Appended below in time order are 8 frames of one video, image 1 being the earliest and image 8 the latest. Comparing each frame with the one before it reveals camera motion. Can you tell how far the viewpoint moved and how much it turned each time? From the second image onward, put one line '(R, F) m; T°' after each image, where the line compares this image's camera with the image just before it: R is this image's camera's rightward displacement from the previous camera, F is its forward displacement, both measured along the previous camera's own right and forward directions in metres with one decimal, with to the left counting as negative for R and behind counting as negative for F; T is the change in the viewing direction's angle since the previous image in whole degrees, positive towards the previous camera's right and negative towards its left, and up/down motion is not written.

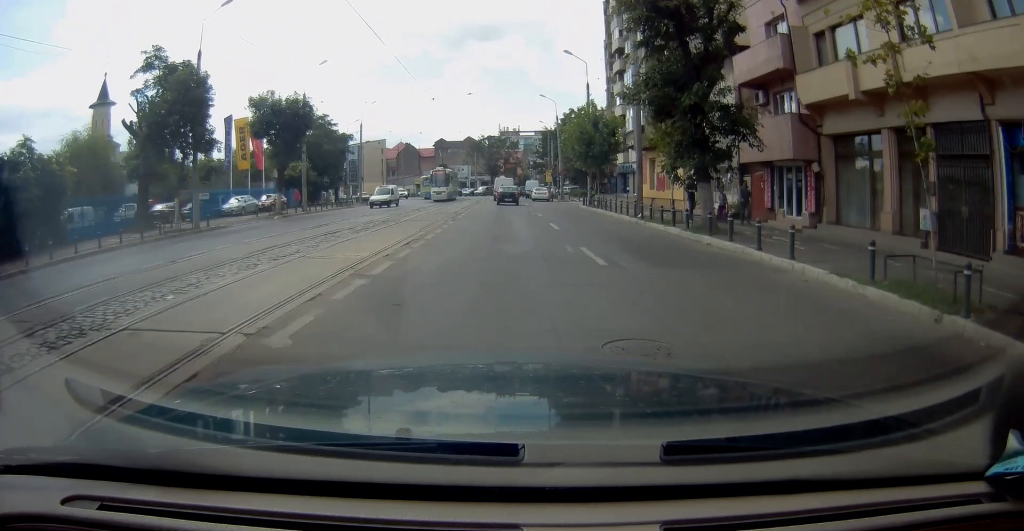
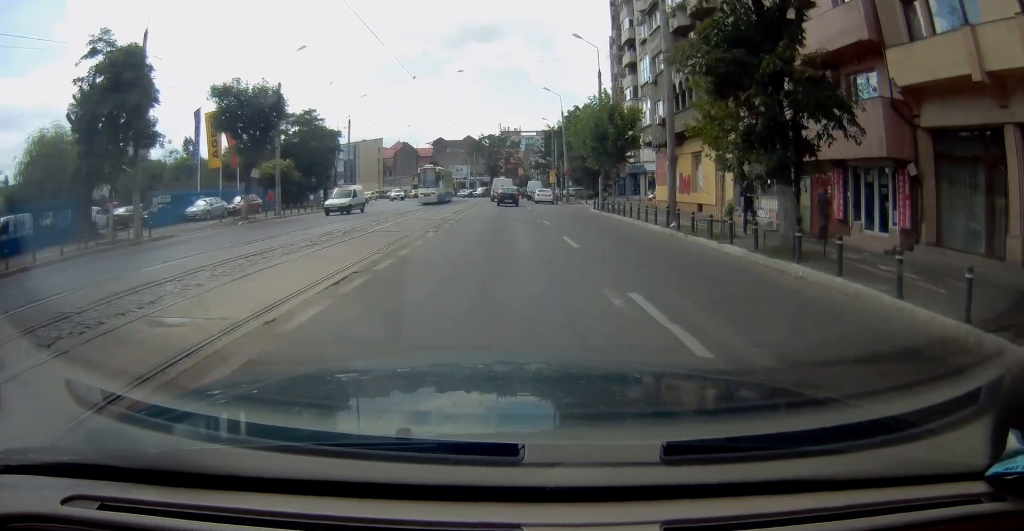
(+0.1, +5.5) m; 0°
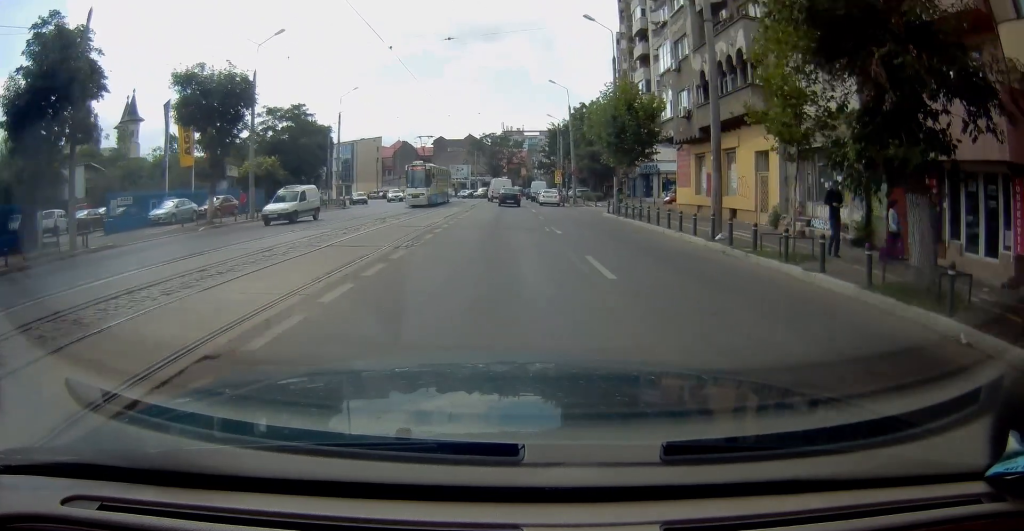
(0.0, +4.7) m; 0°
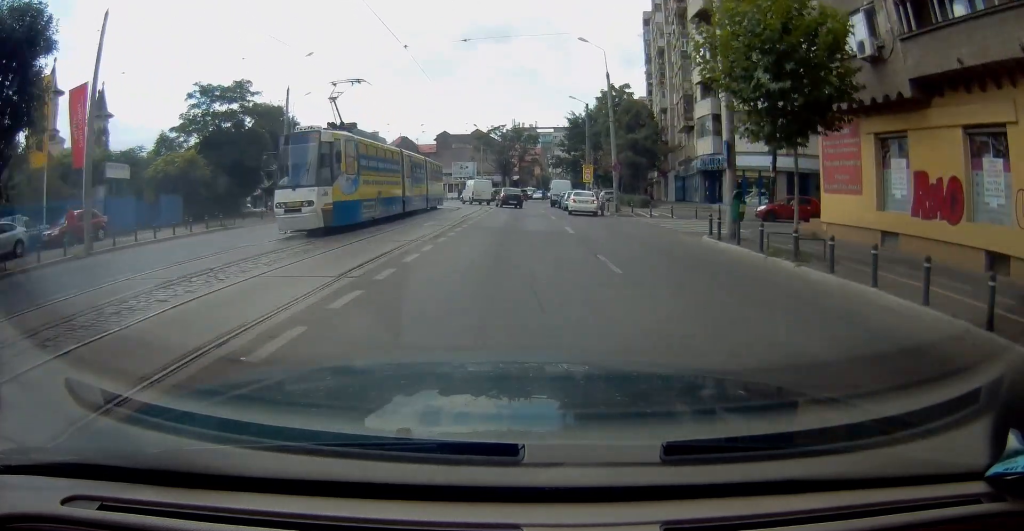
(-0.3, +16.9) m; -1°
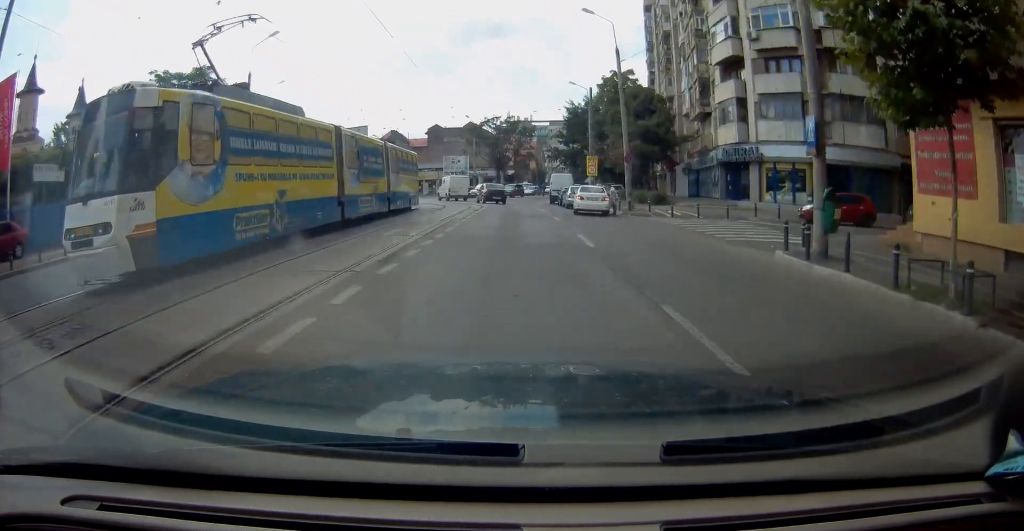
(-0.1, +5.9) m; 0°
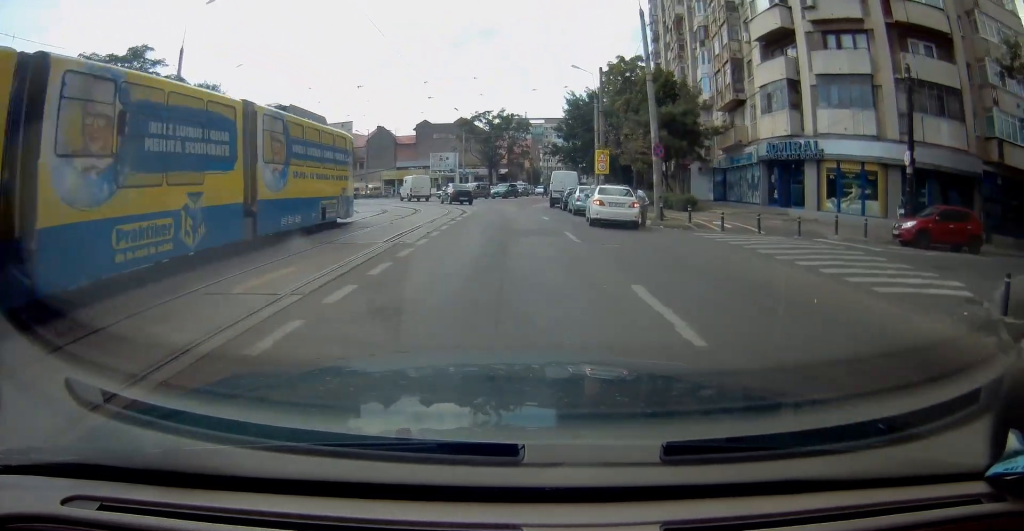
(+0.2, +8.2) m; 0°
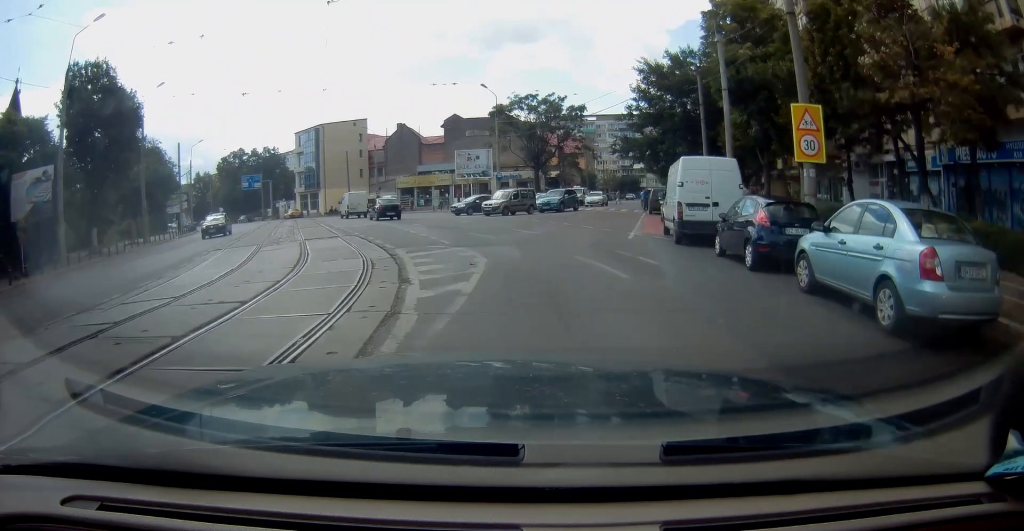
(-0.4, +23.2) m; -5°
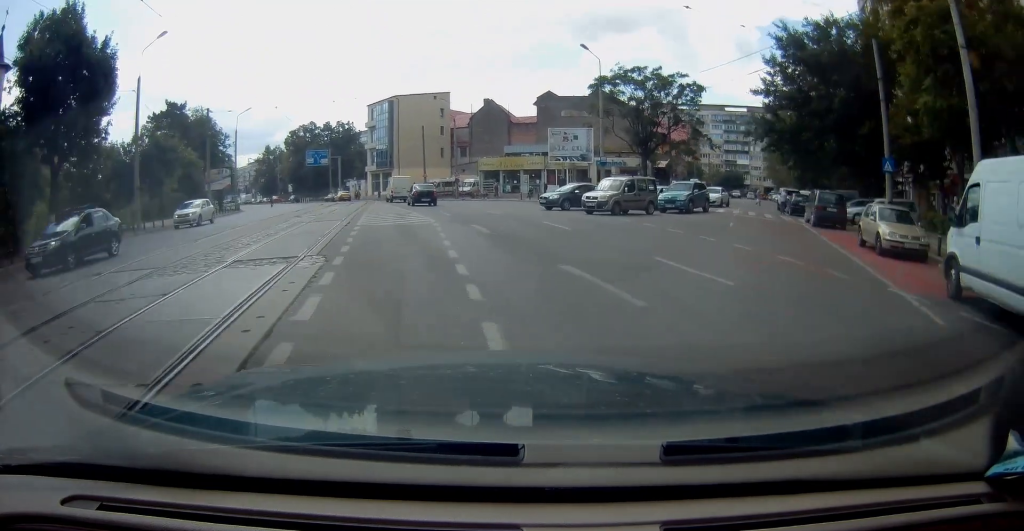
(-0.7, +11.7) m; -8°
